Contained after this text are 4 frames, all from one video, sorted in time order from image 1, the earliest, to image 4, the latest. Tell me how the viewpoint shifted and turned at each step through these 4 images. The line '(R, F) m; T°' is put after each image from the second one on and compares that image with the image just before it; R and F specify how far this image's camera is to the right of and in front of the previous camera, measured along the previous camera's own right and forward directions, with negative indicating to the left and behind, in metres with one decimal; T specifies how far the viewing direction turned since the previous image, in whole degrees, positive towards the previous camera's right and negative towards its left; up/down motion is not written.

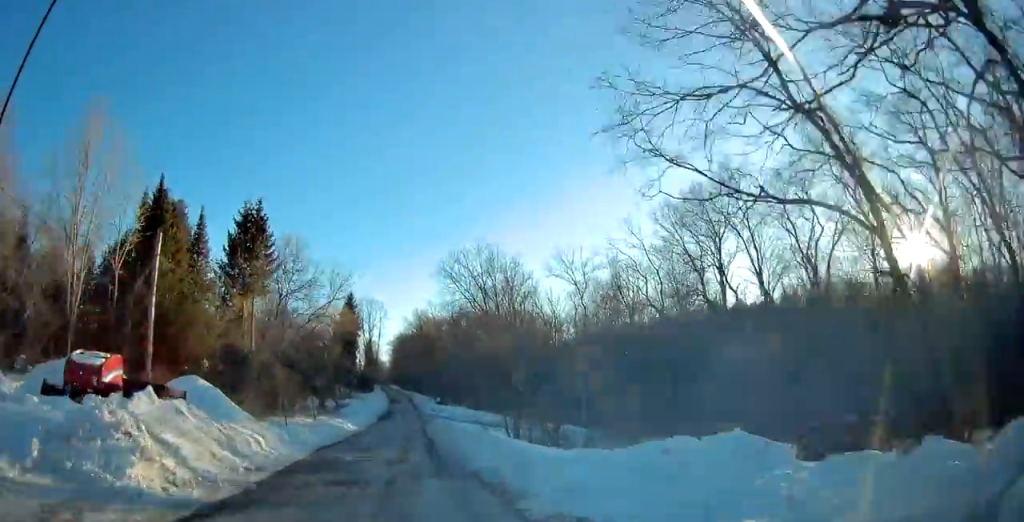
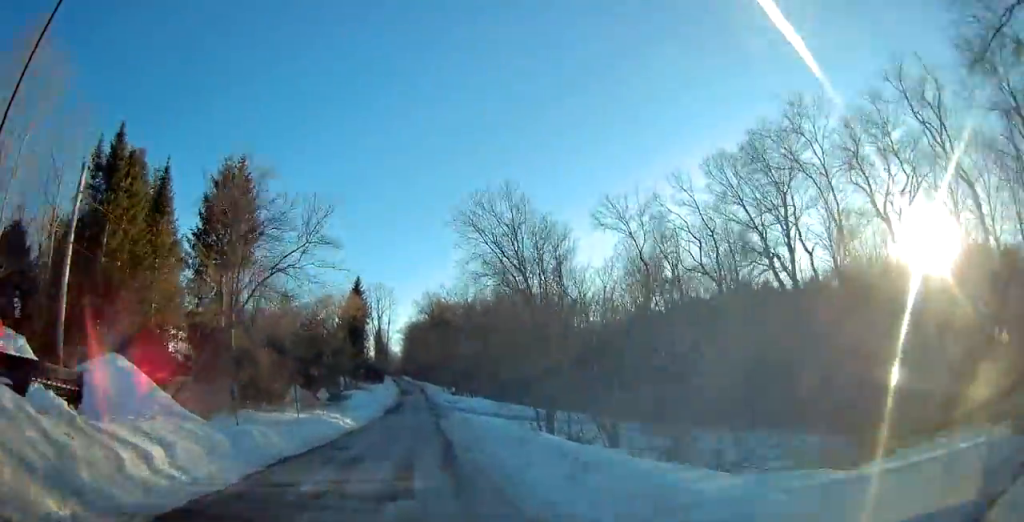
(+0.2, +9.3) m; -1°
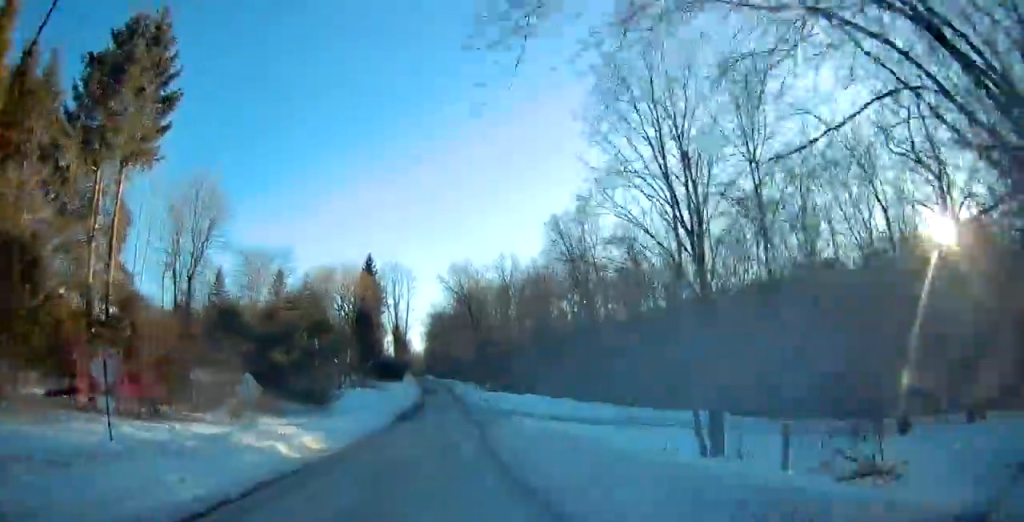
(-0.7, +22.8) m; -2°
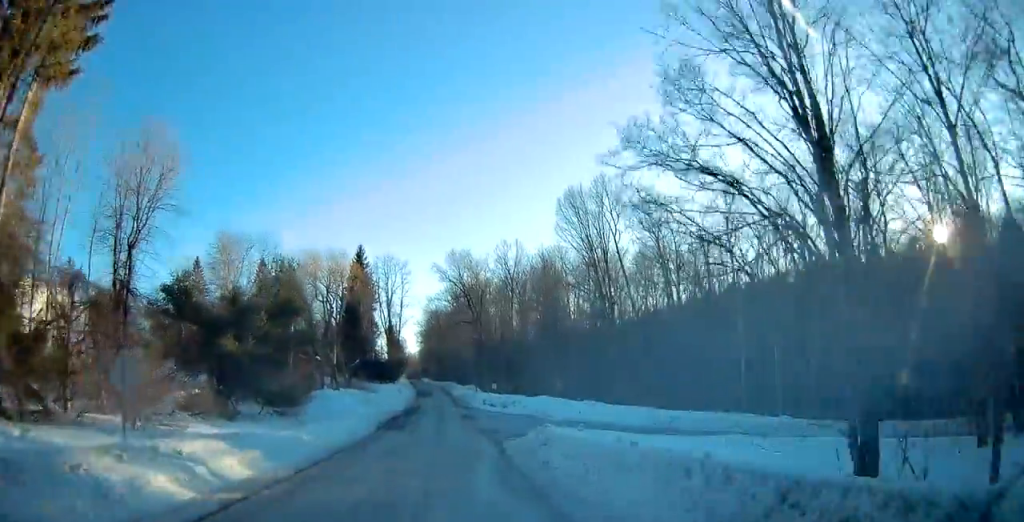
(0.0, +8.7) m; 0°
